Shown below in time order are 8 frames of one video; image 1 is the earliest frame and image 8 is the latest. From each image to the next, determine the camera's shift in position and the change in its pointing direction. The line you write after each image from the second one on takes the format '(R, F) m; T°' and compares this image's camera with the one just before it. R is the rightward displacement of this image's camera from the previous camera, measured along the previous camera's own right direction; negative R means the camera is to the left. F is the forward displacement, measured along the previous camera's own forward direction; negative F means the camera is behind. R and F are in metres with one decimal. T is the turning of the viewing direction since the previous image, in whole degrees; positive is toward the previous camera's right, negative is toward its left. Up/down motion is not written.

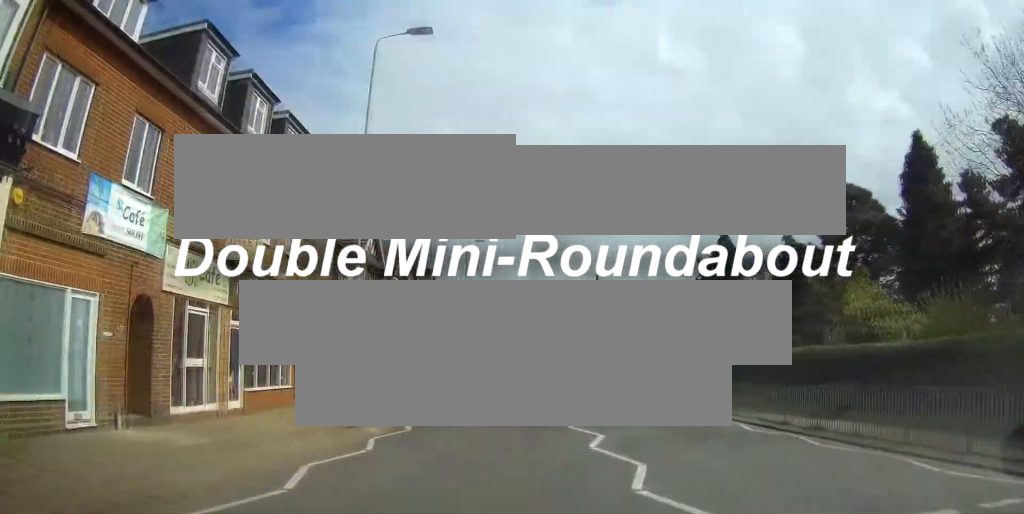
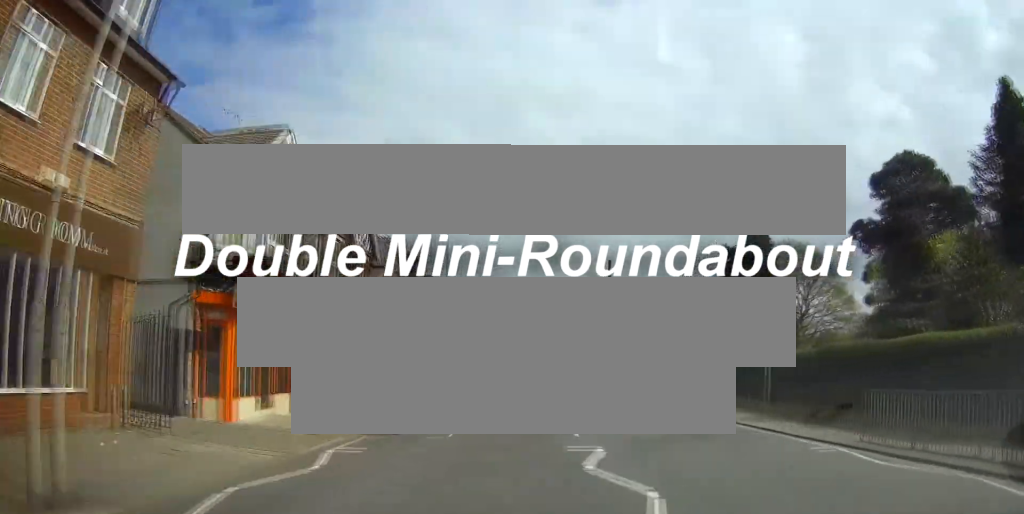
(0.0, +10.5) m; +1°
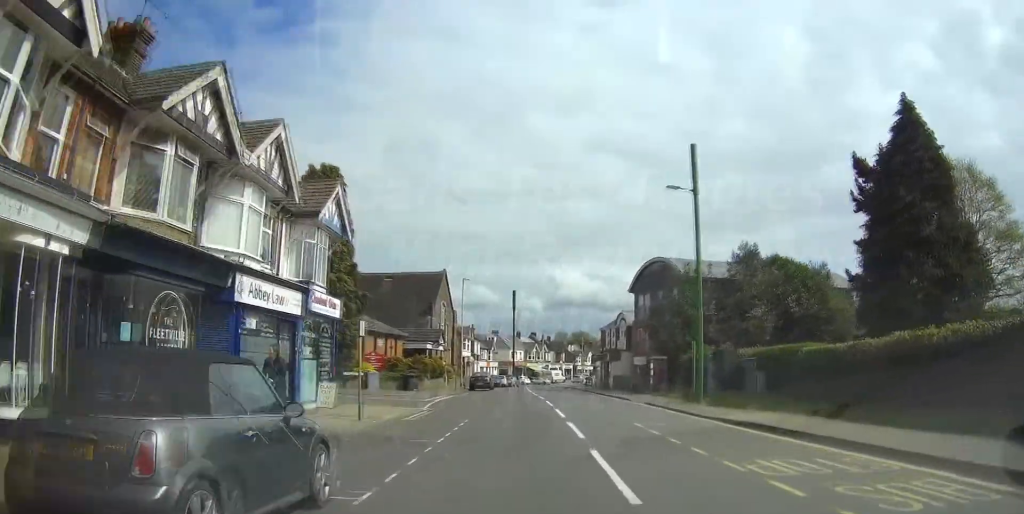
(-0.2, +31.5) m; -1°
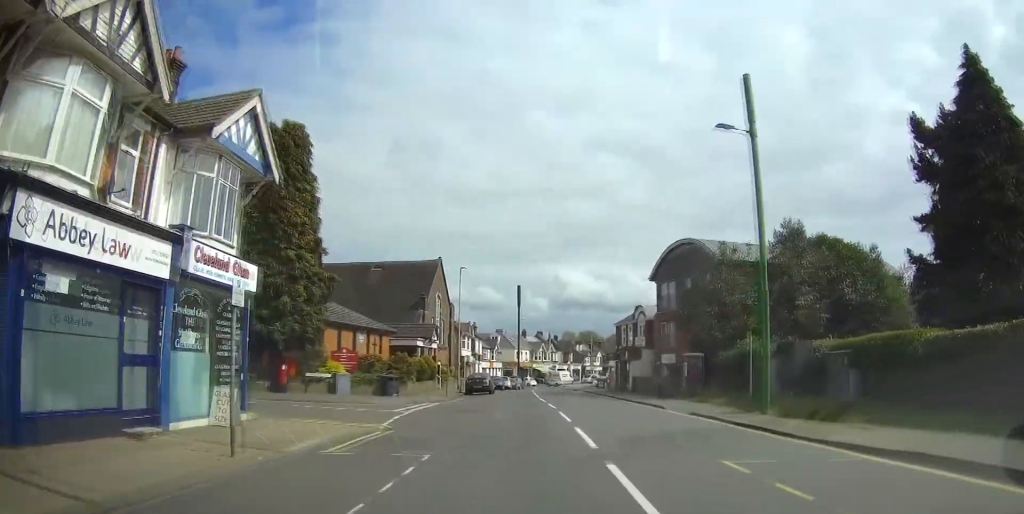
(0.0, +7.6) m; 0°
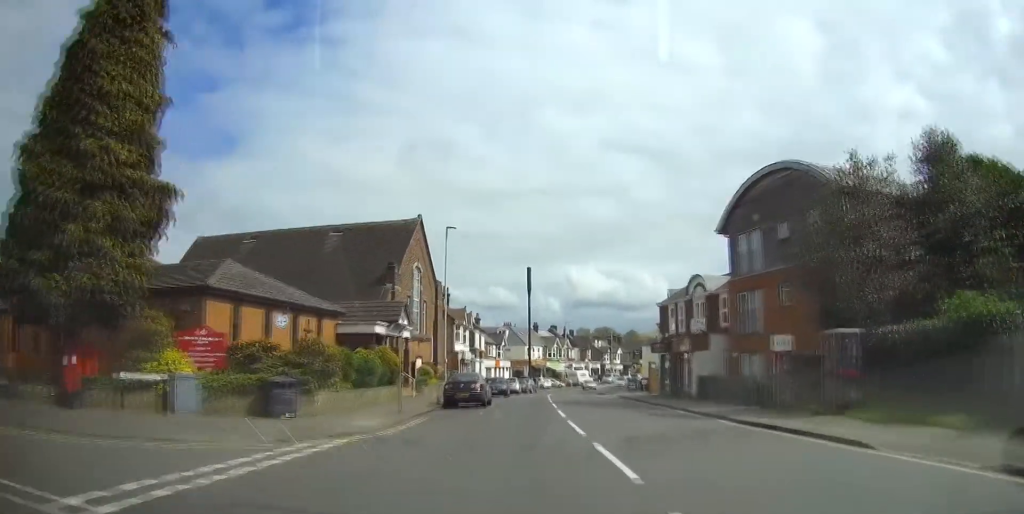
(0.0, +16.2) m; 0°
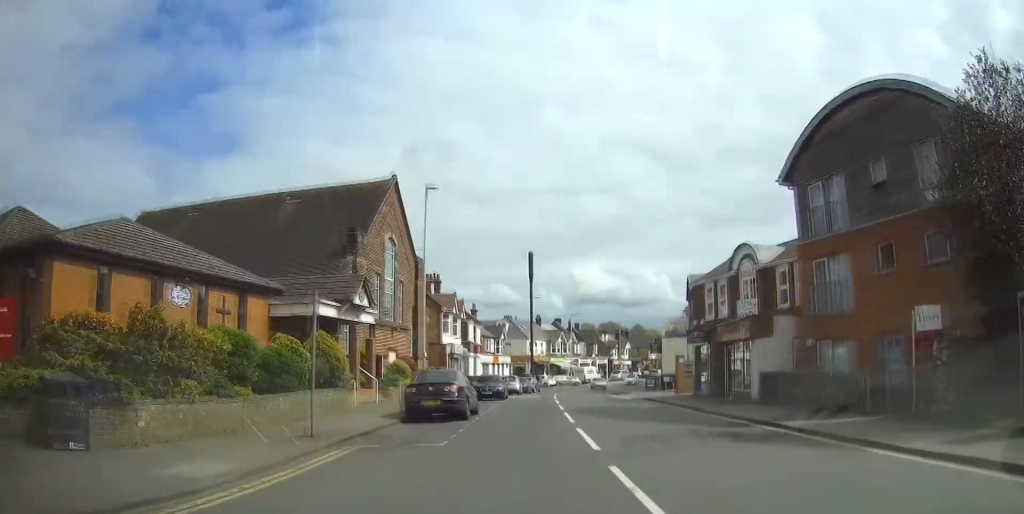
(0.0, +9.0) m; 0°
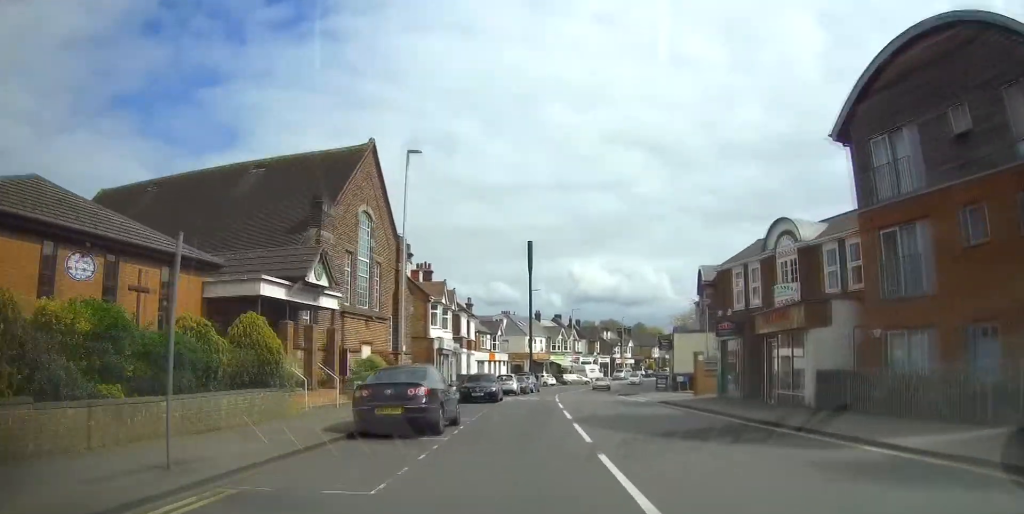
(0.0, +5.2) m; 0°
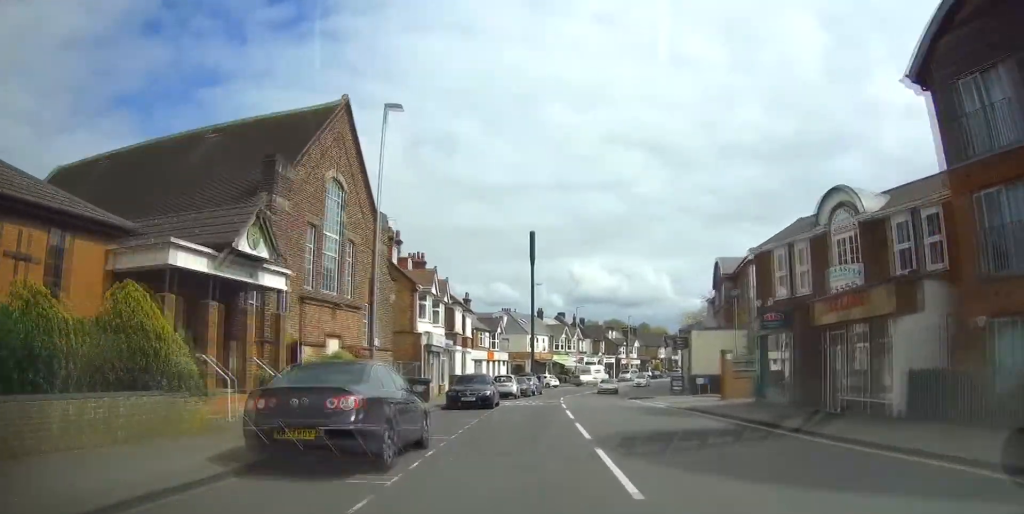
(0.0, +5.2) m; 0°
